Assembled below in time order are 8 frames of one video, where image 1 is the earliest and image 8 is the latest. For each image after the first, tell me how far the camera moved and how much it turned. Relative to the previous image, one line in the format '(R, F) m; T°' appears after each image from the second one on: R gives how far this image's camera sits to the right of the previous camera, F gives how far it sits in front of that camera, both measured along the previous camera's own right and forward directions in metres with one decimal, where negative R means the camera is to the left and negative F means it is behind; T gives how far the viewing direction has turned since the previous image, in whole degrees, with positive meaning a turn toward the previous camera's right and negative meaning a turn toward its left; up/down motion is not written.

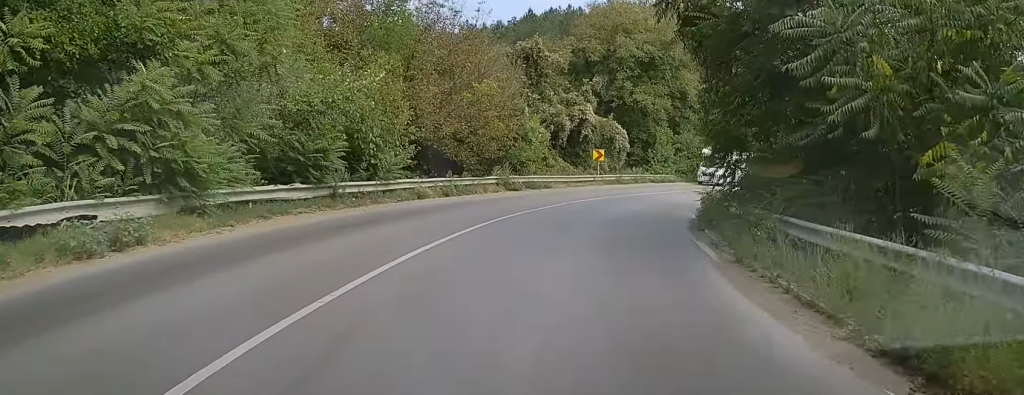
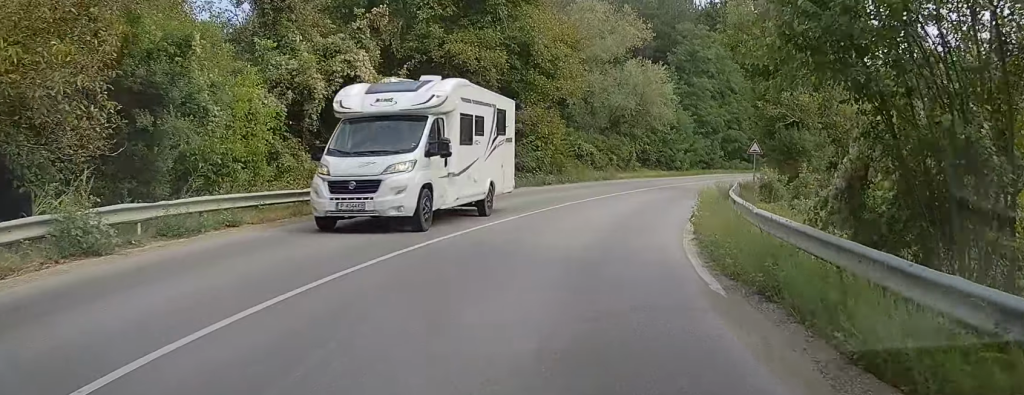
(+1.3, +22.6) m; +12°
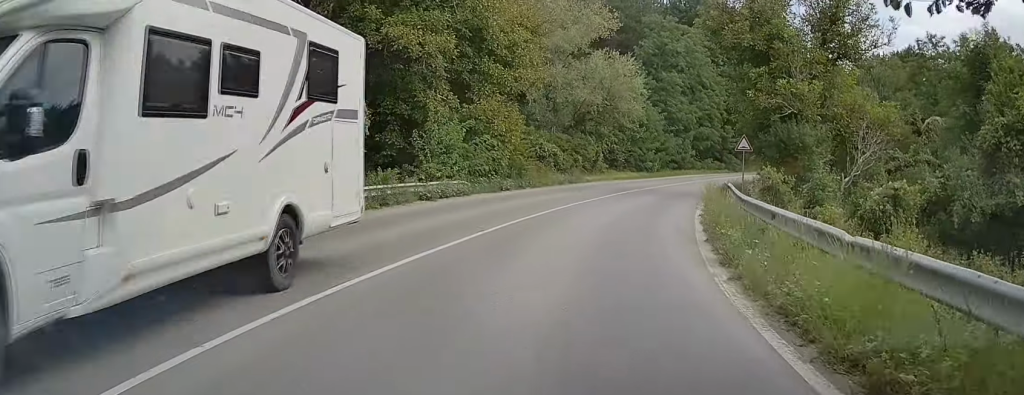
(+0.3, +5.3) m; +4°
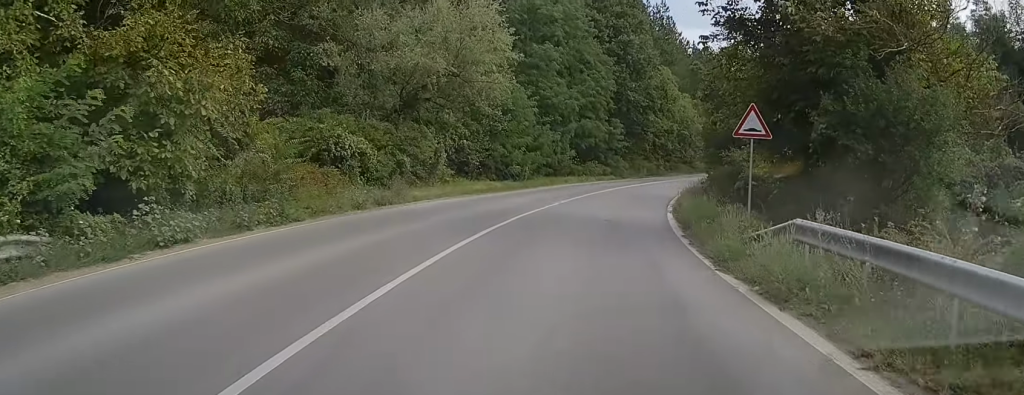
(+2.3, +19.1) m; +13°
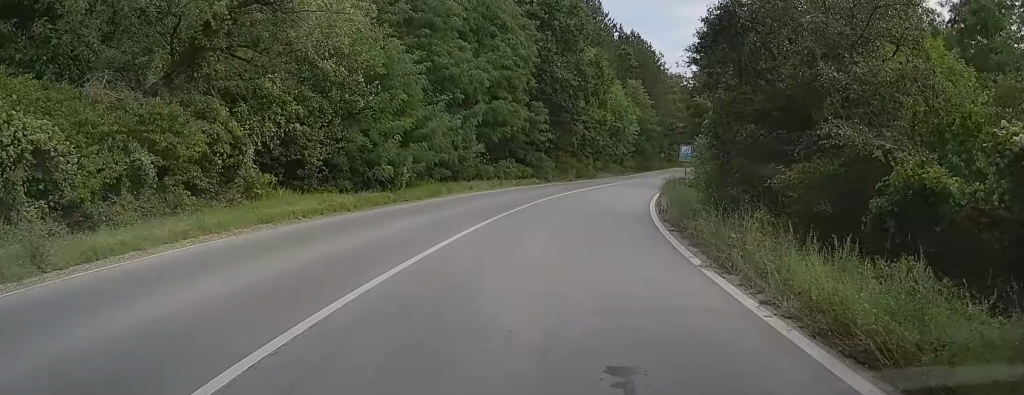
(+1.2, +14.7) m; +8°
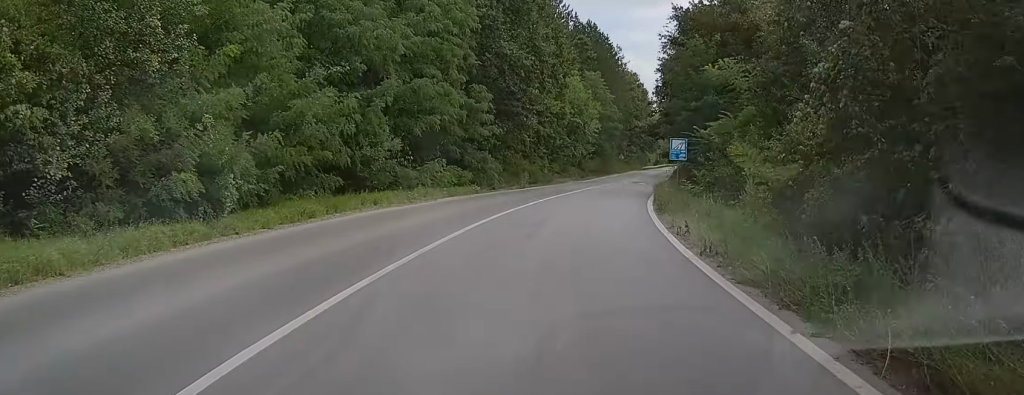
(+0.4, +11.0) m; +3°
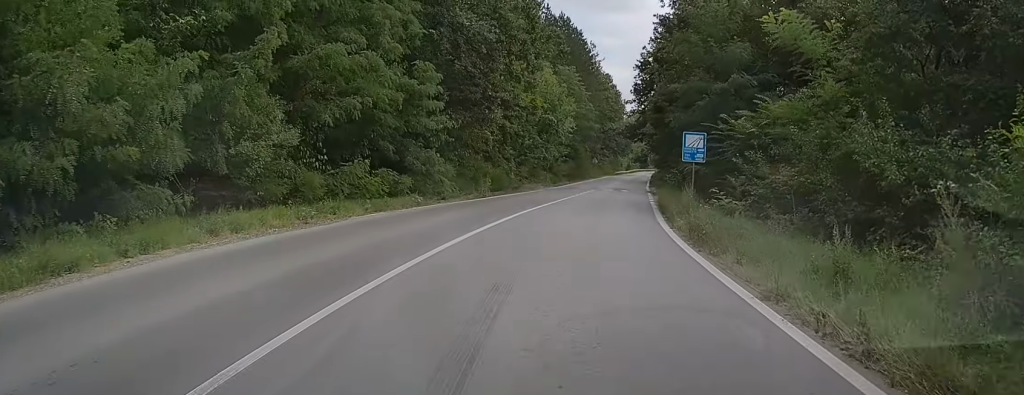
(+0.2, +8.7) m; +2°
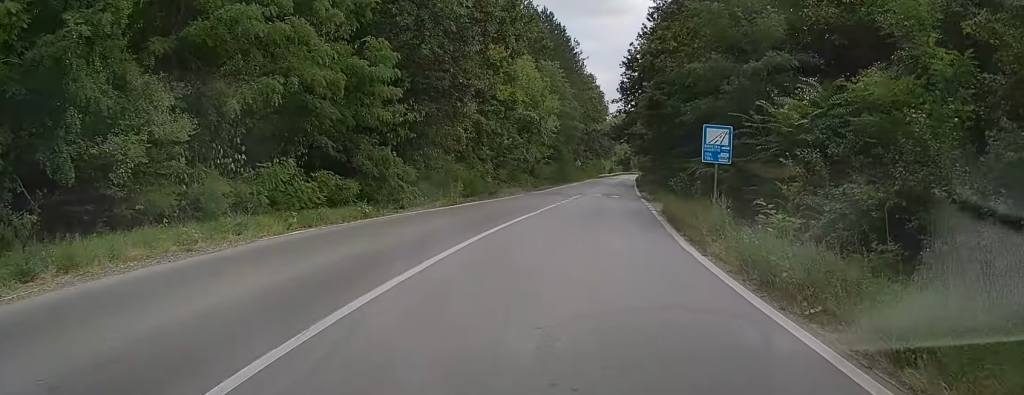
(0.0, +5.2) m; +2°
